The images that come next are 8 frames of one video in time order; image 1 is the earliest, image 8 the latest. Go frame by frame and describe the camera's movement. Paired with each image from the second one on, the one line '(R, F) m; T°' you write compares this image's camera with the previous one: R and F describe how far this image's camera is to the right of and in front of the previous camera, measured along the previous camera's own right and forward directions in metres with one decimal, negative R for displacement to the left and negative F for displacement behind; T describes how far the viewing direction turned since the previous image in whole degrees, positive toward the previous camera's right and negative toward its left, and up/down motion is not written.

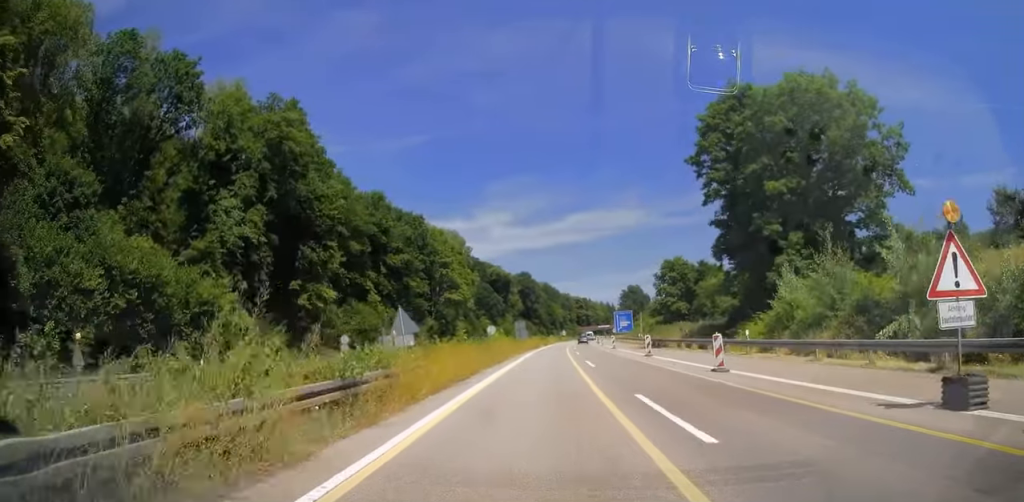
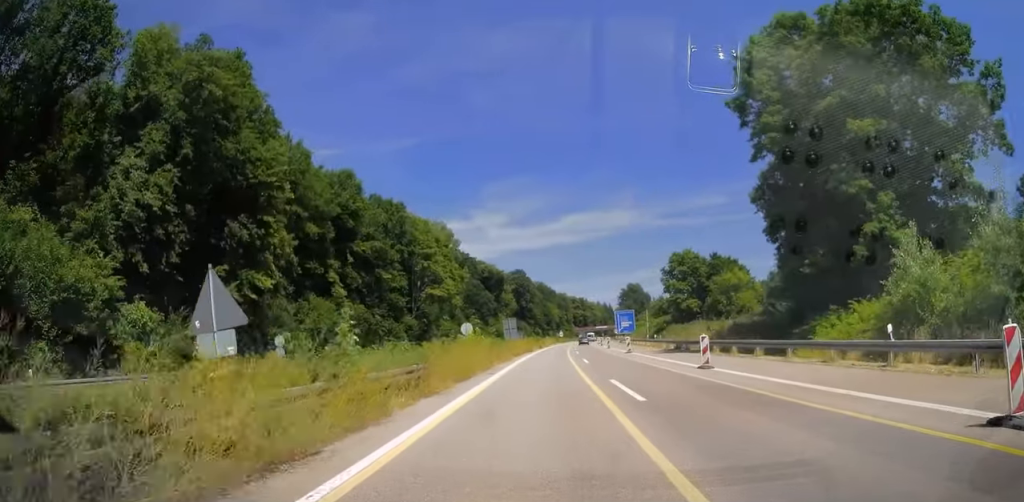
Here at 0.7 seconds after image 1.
(+0.1, +13.5) m; +1°
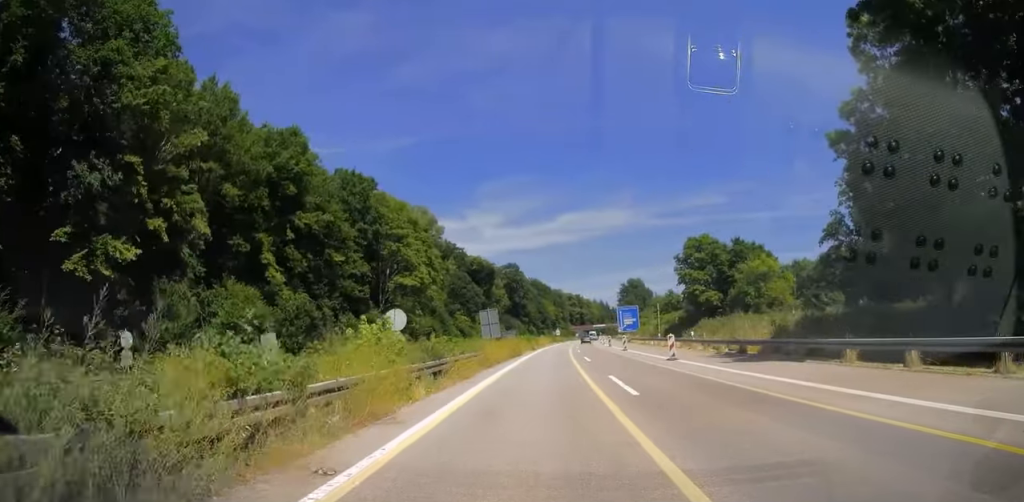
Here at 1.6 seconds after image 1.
(+0.1, +17.2) m; 0°
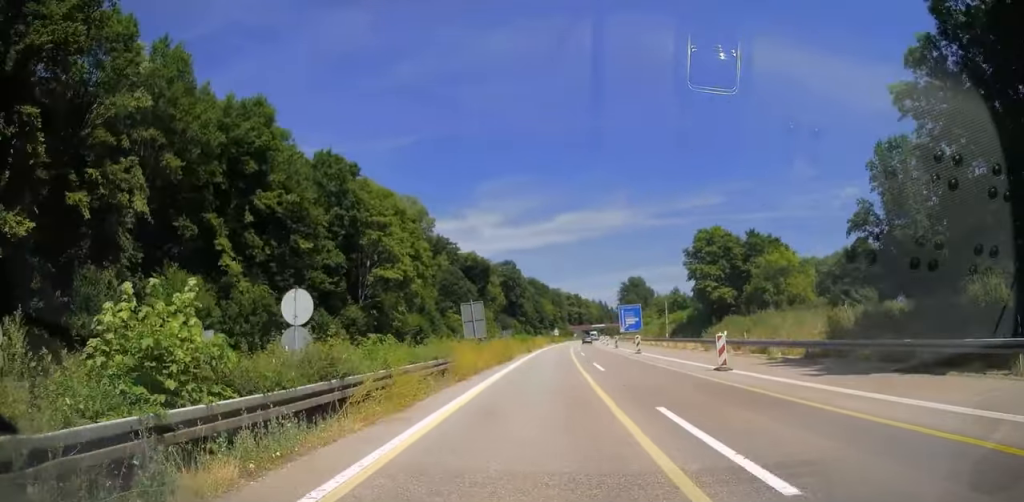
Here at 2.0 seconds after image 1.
(0.0, +8.6) m; 0°
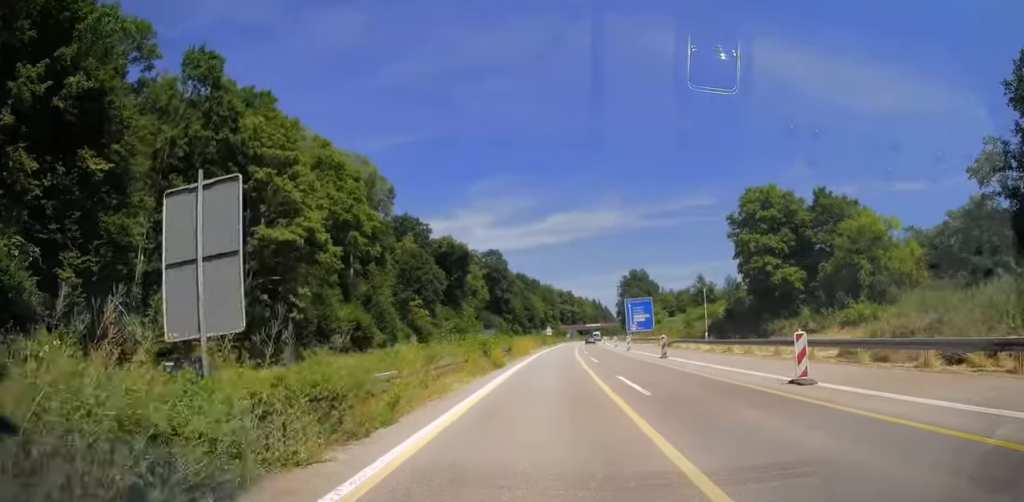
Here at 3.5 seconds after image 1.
(+0.2, +28.0) m; +1°
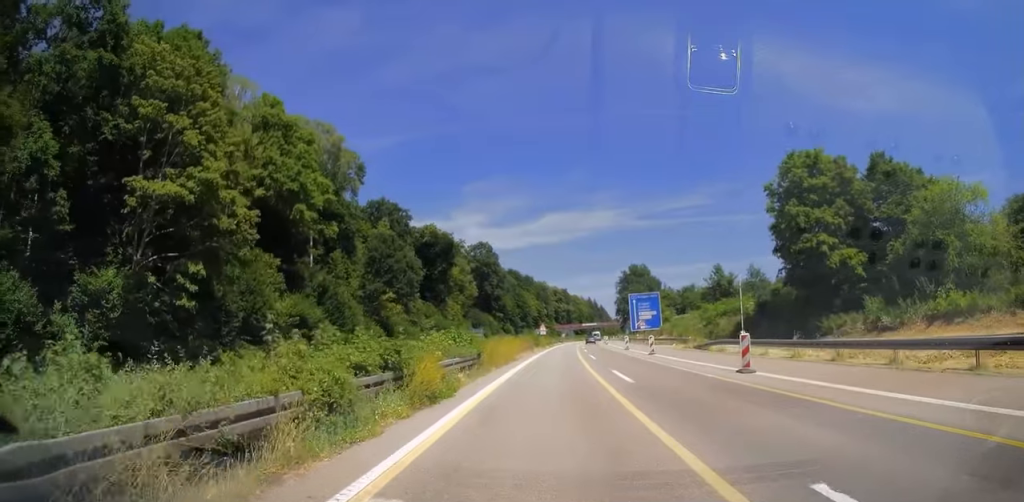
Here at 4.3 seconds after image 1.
(+0.1, +14.3) m; +1°
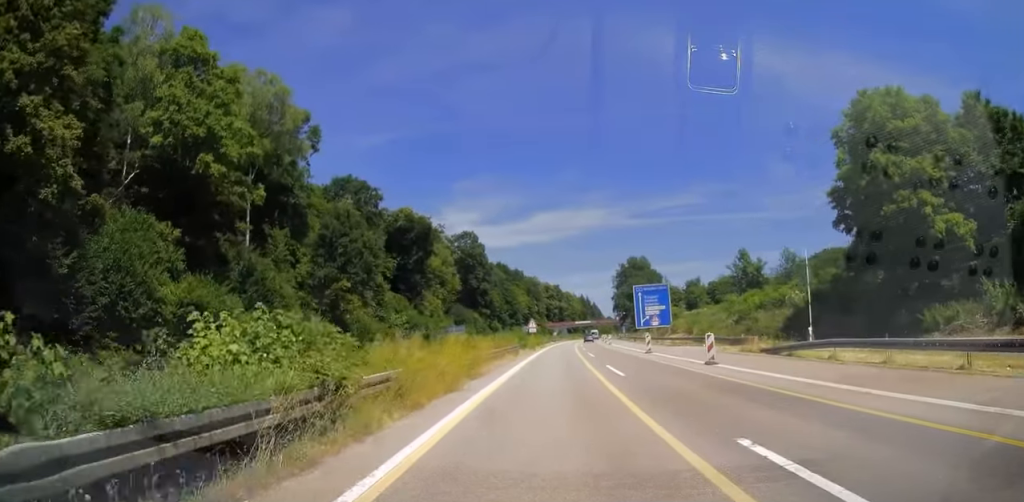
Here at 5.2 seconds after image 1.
(0.0, +15.8) m; 0°
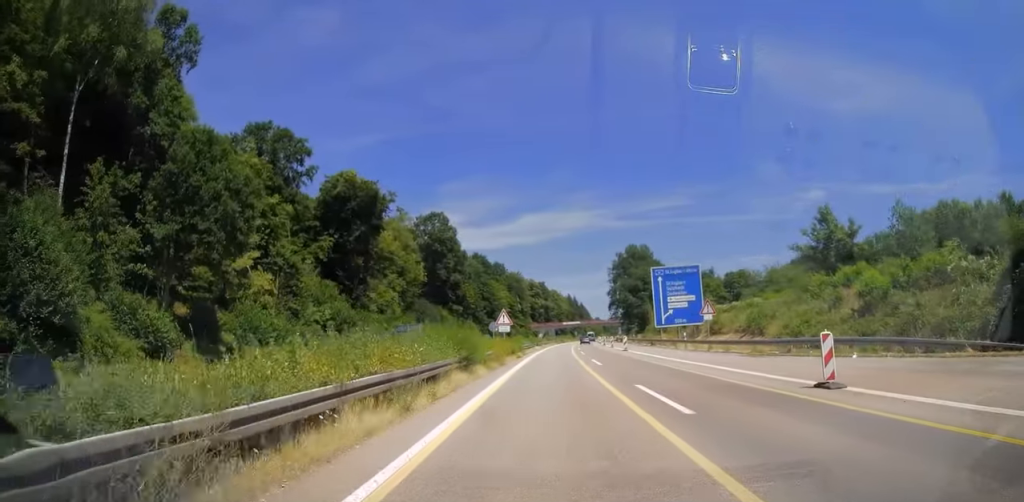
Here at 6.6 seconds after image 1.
(+0.3, +27.3) m; +2°
